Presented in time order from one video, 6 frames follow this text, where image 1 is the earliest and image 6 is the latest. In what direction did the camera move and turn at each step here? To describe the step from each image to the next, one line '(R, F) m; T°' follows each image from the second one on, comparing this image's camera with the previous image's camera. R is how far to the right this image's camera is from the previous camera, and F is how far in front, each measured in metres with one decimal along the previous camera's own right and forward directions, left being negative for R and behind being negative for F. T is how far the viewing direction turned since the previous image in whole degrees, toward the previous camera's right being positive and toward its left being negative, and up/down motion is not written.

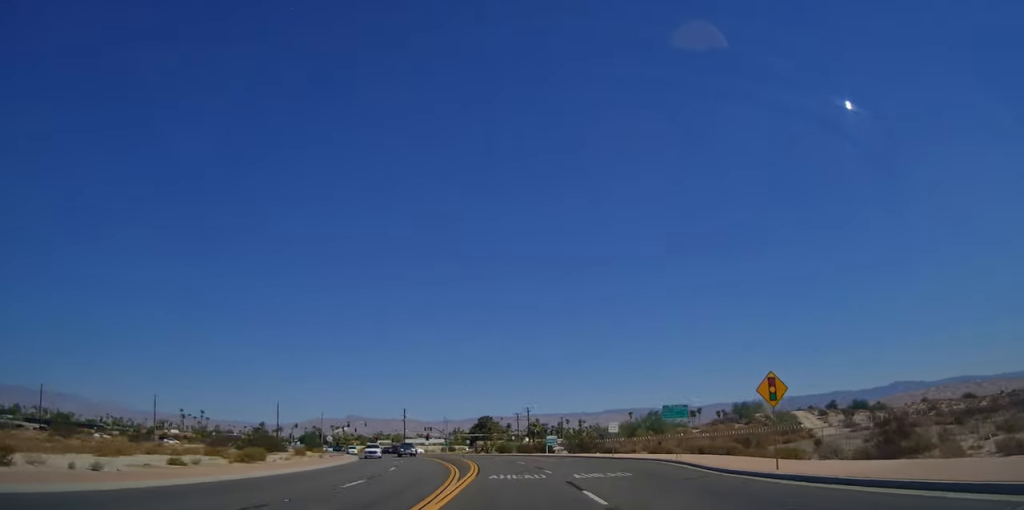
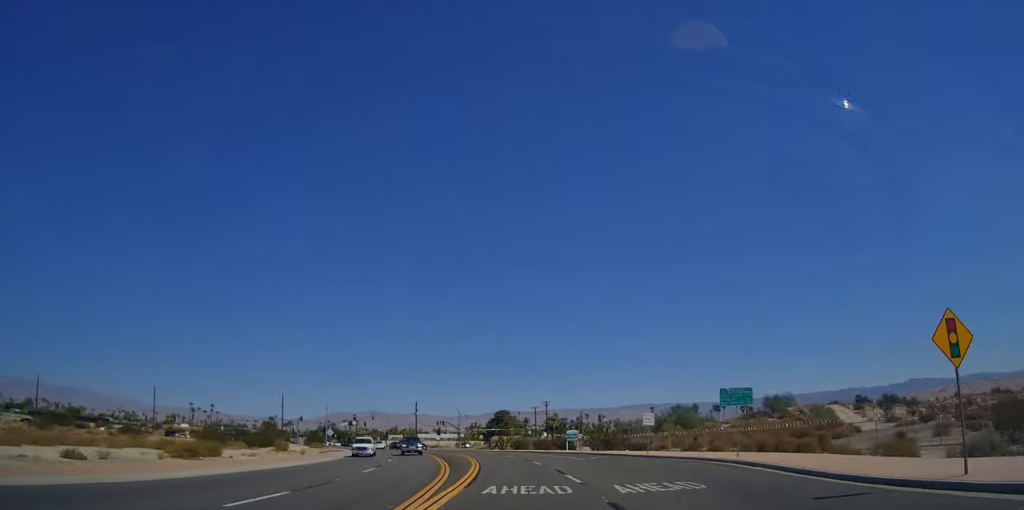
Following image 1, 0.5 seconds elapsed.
(+0.2, +9.2) m; -2°
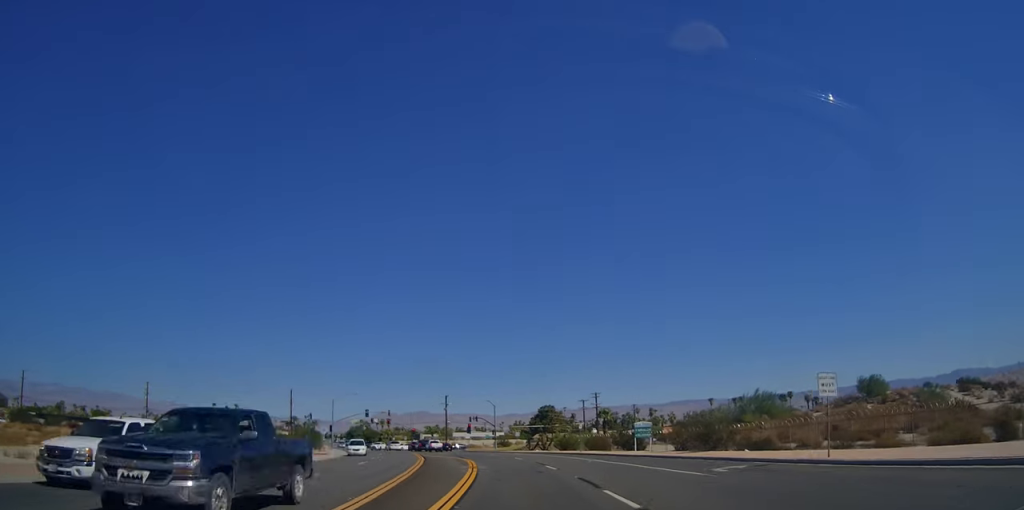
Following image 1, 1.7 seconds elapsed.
(-1.5, +24.2) m; -6°
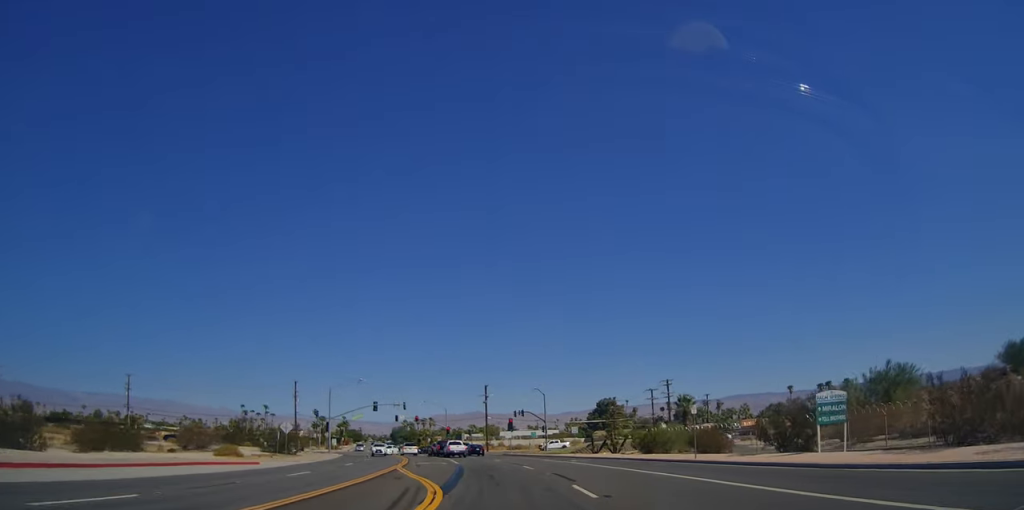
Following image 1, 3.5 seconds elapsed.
(-2.1, +32.0) m; -7°
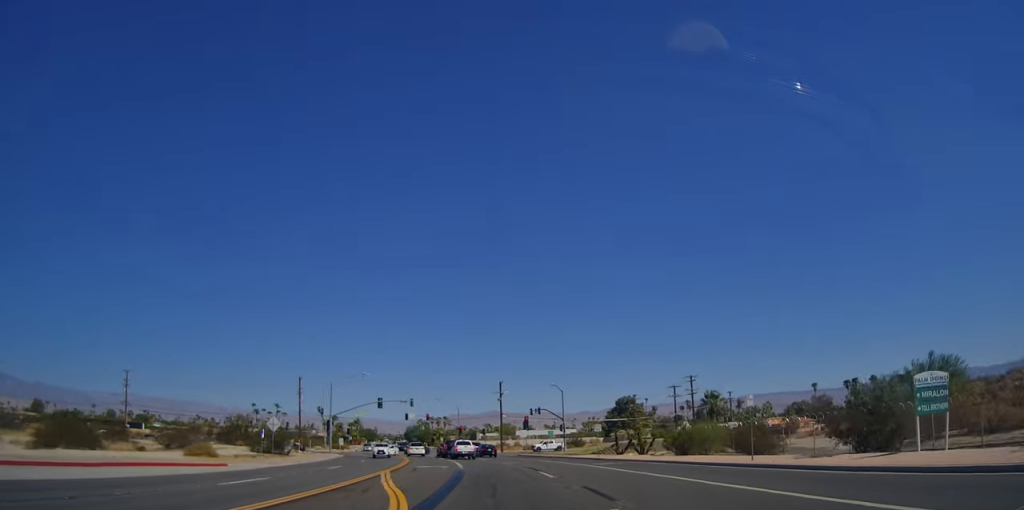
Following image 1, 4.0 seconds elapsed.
(-0.1, +7.2) m; -1°
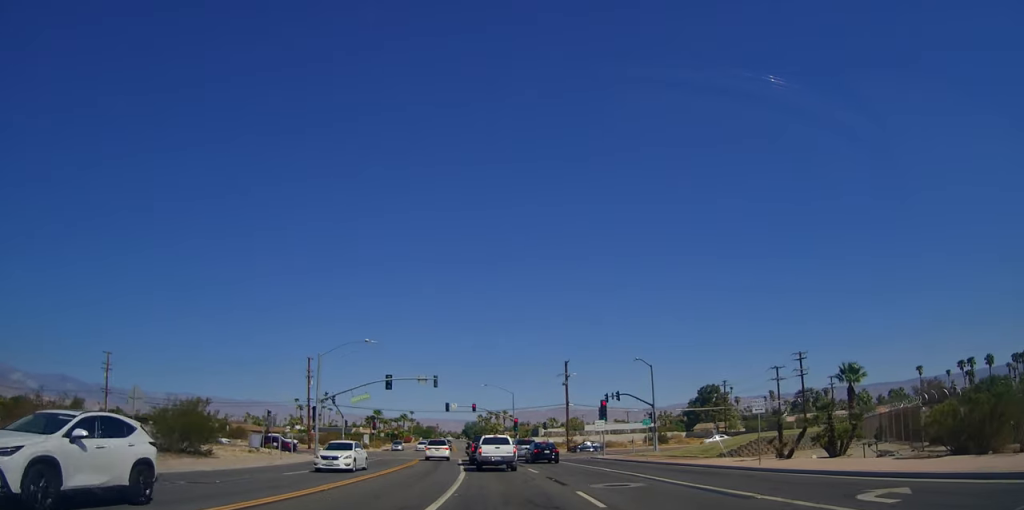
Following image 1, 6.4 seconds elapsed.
(-1.7, +31.0) m; -7°
